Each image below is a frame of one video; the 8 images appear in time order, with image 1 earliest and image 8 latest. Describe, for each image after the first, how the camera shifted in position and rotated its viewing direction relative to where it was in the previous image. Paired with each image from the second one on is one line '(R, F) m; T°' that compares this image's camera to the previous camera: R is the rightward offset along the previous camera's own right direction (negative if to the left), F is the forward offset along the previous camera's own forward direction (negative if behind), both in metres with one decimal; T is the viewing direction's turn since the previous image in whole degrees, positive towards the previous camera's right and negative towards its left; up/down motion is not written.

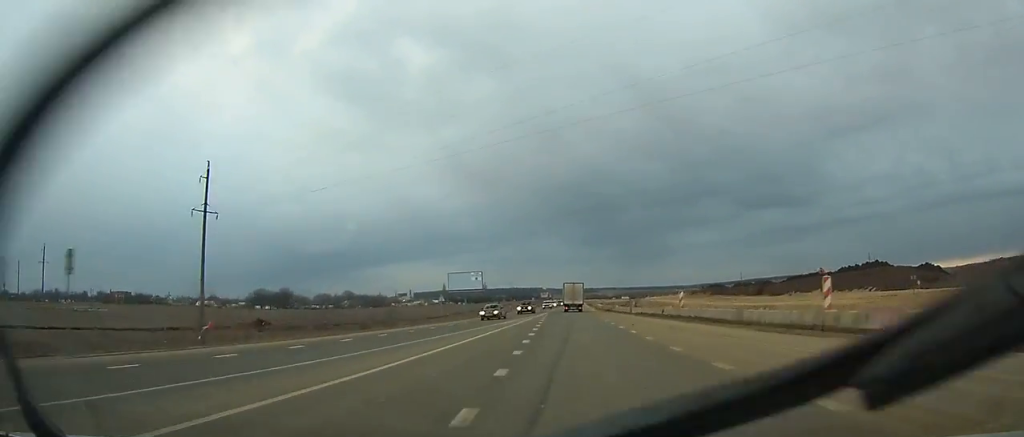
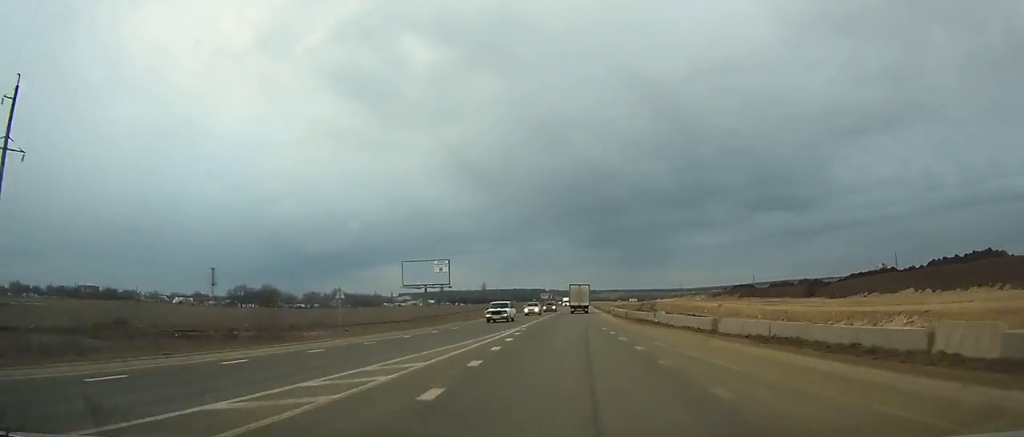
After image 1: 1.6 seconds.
(0.0, +31.5) m; 0°
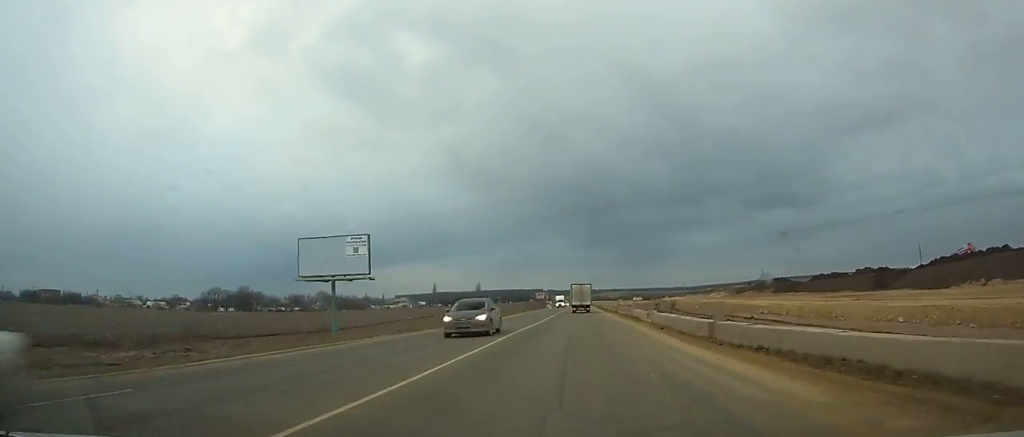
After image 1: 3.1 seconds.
(-0.1, +29.7) m; 0°
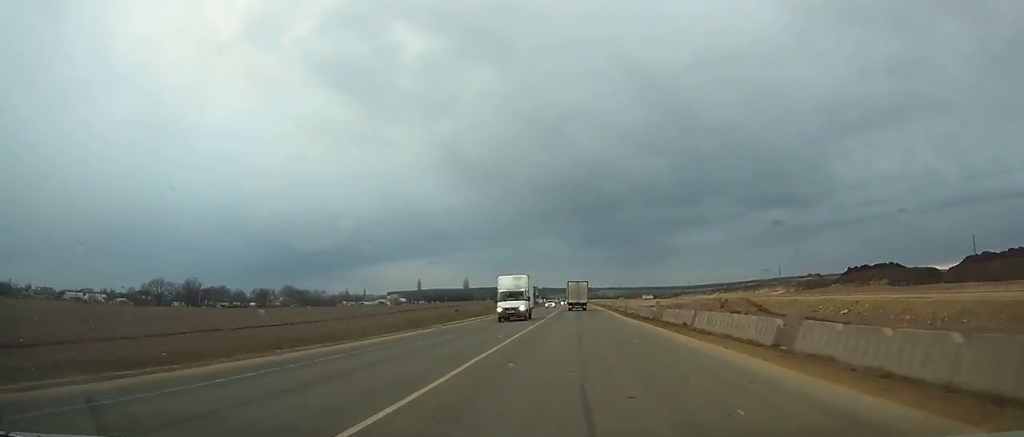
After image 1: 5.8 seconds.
(-0.1, +53.3) m; 0°
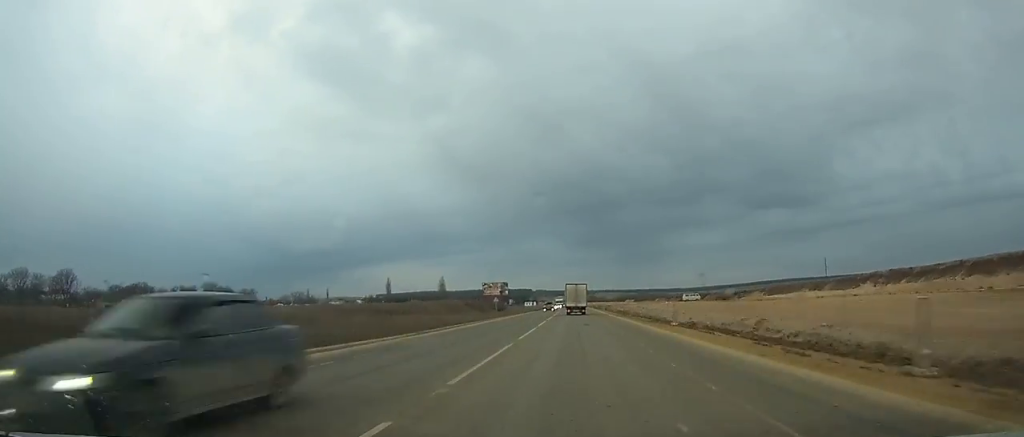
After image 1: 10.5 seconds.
(+0.5, +92.7) m; 0°
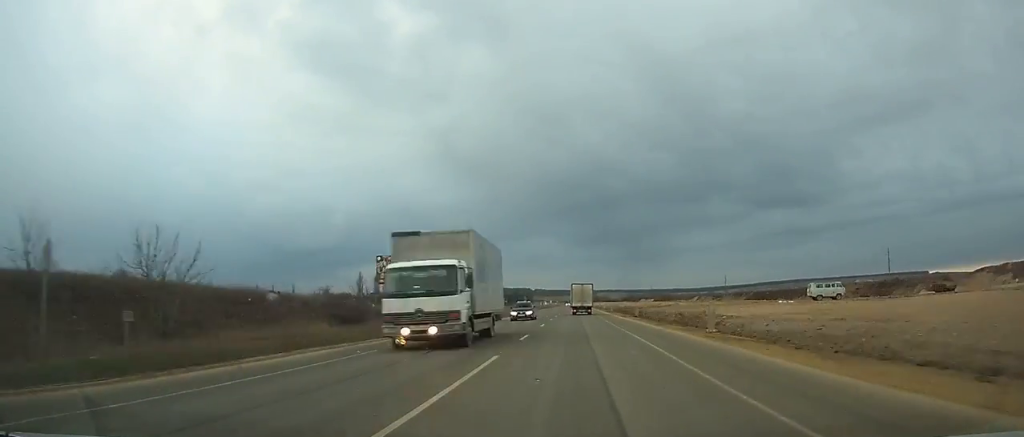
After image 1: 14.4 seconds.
(-0.1, +76.0) m; 0°
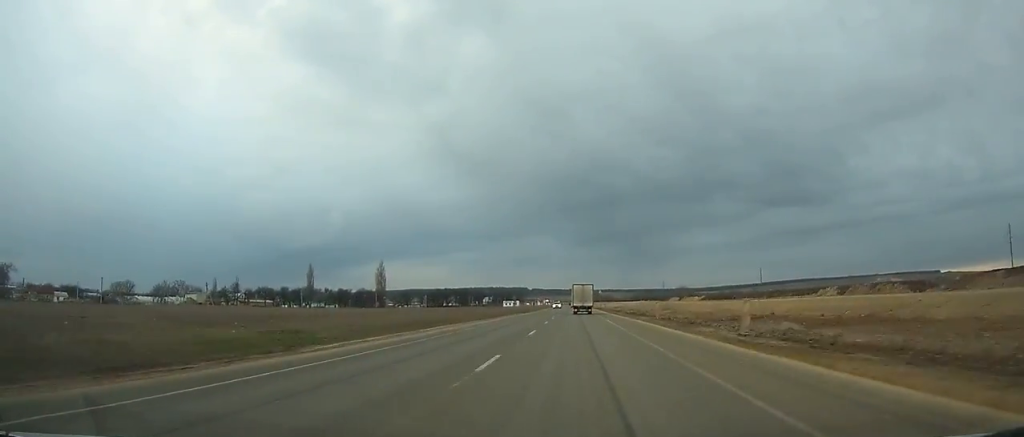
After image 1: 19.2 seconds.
(+0.1, +92.2) m; 0°
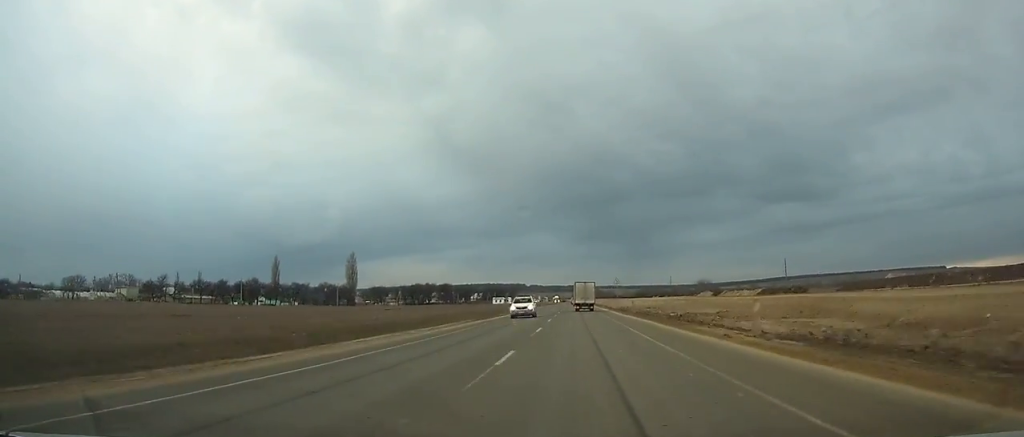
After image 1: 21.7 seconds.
(-0.1, +47.6) m; 0°
